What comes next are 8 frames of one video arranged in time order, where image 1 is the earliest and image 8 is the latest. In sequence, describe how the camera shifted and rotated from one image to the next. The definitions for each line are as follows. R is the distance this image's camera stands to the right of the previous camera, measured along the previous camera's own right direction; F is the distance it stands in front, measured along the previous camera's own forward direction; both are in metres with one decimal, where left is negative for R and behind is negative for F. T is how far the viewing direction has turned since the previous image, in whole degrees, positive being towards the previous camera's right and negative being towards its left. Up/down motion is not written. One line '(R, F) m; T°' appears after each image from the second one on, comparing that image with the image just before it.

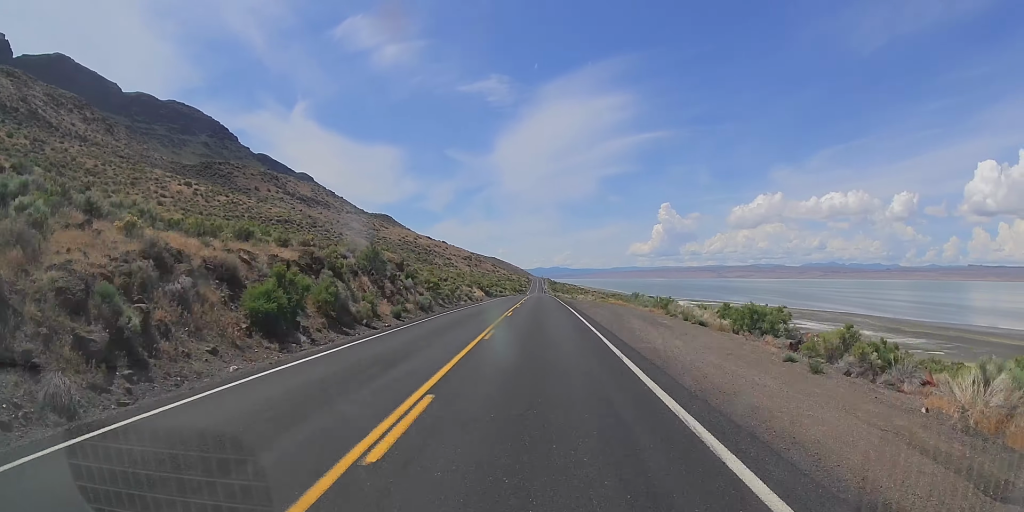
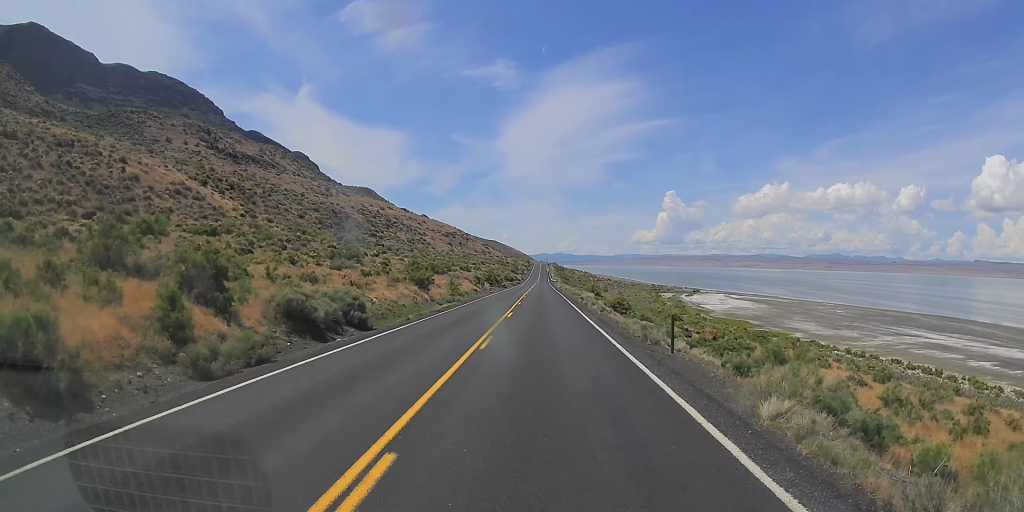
(+5.8, +97.8) m; +3°
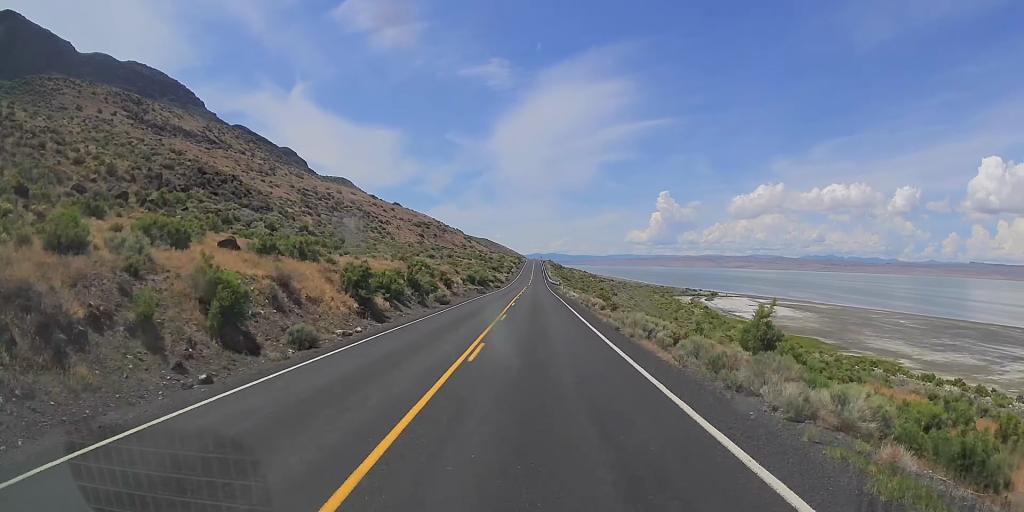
(+0.3, +61.6) m; 0°
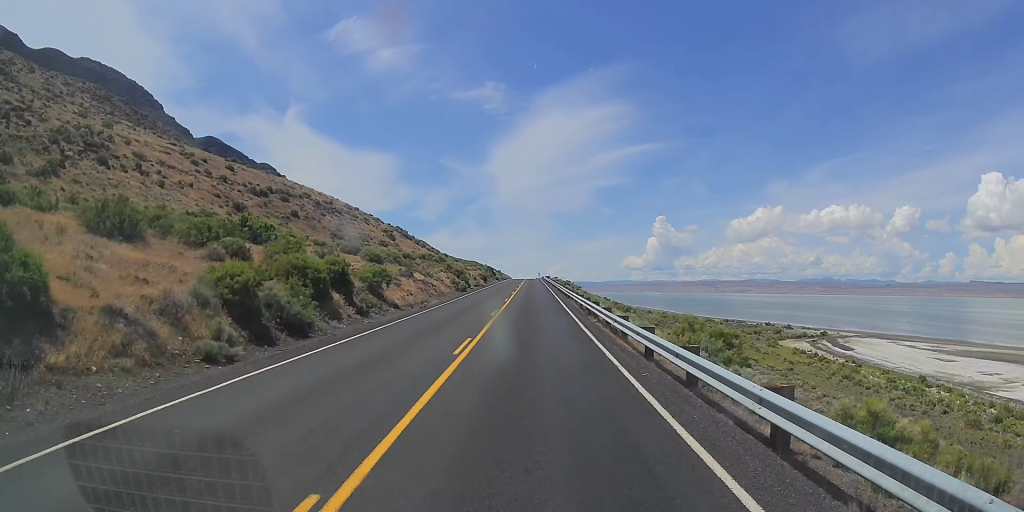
(-1.0, +155.1) m; 0°
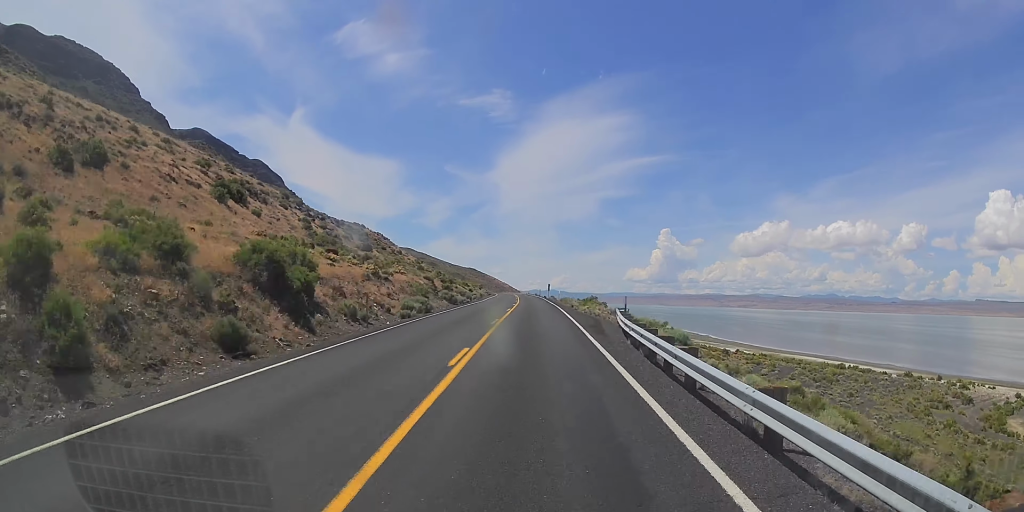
(0.0, +110.2) m; 0°
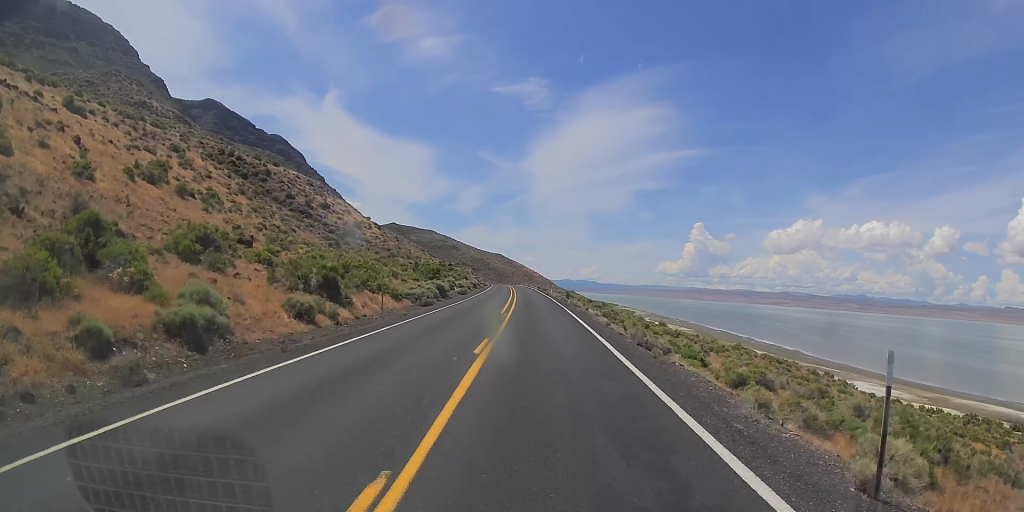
(-0.2, +109.3) m; -2°
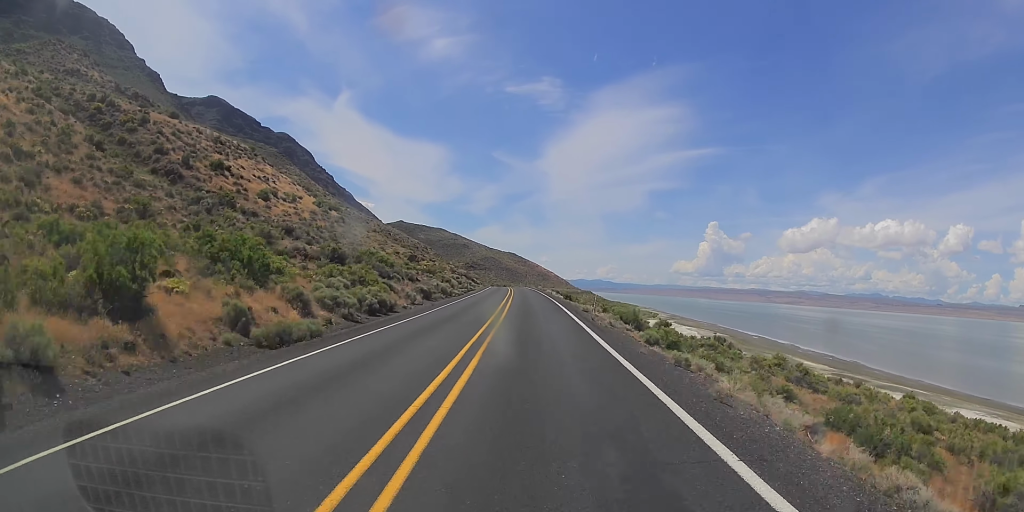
(-1.3, +47.8) m; -2°
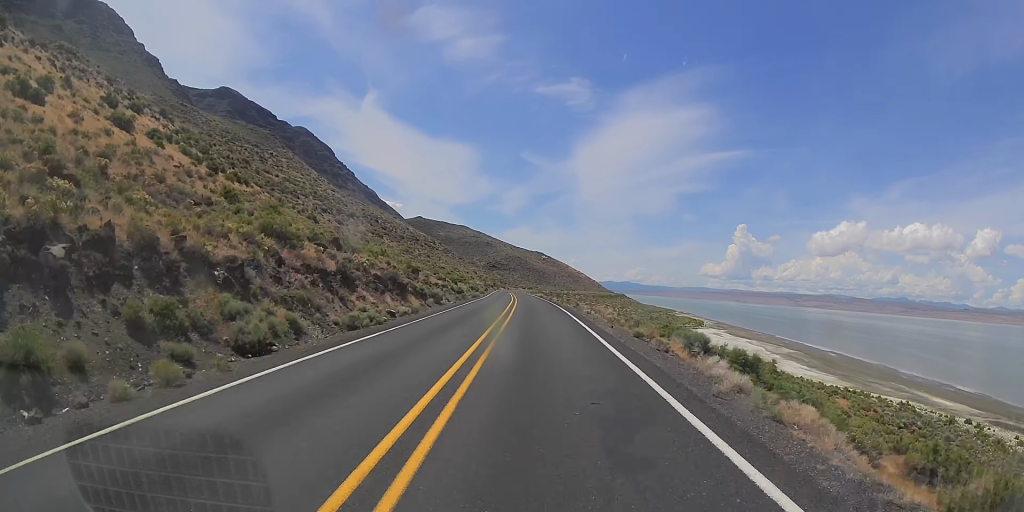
(-1.6, +74.9) m; -2°
